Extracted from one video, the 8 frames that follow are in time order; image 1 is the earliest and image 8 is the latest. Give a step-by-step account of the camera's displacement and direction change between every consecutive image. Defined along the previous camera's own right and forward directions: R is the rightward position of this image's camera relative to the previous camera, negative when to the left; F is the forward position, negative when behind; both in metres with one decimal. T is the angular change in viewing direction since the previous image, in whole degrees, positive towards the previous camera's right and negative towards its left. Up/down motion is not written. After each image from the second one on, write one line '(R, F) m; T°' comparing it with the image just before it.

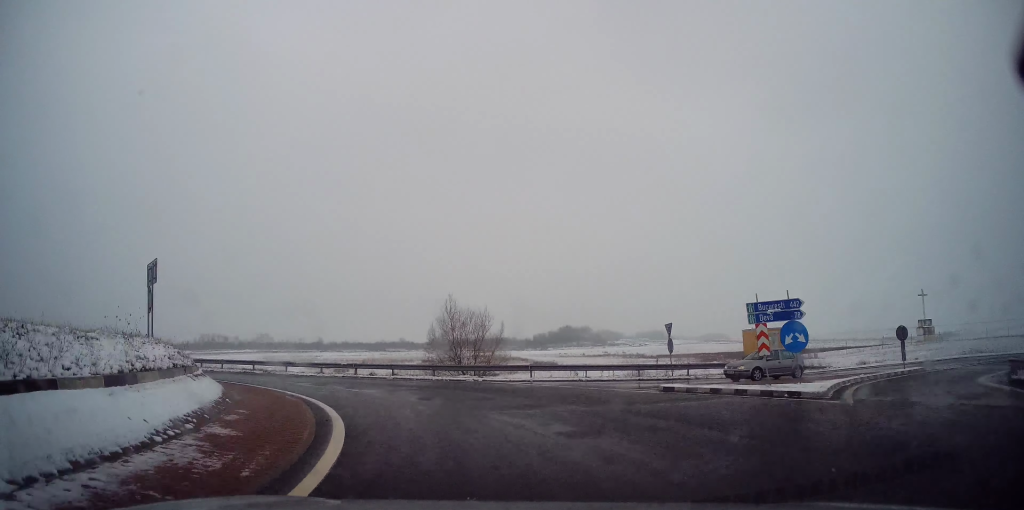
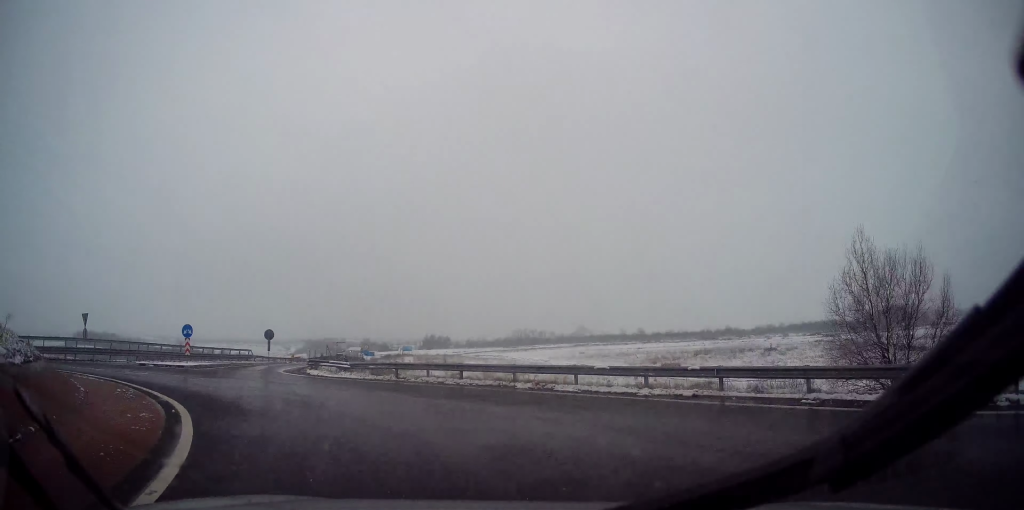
(-4.2, +16.6) m; -32°
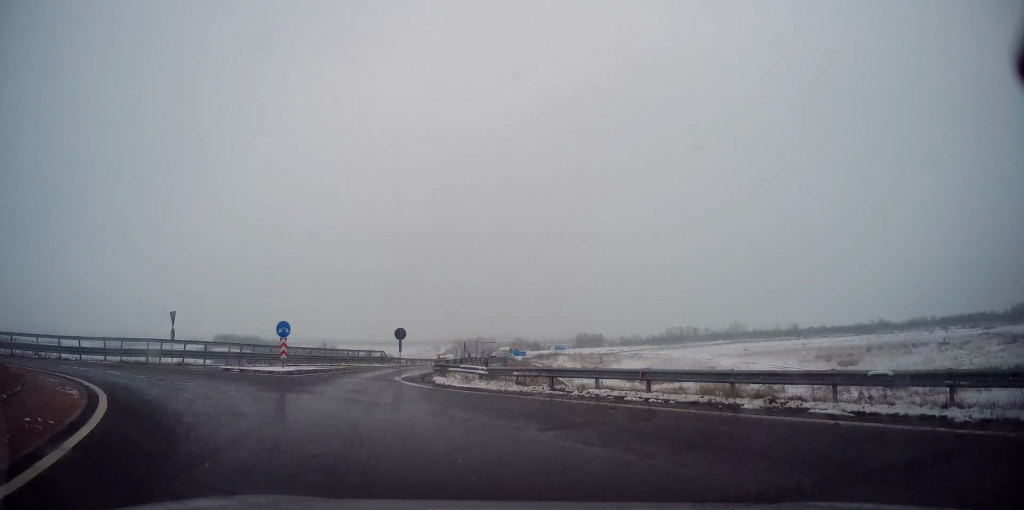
(-0.6, +7.1) m; -13°
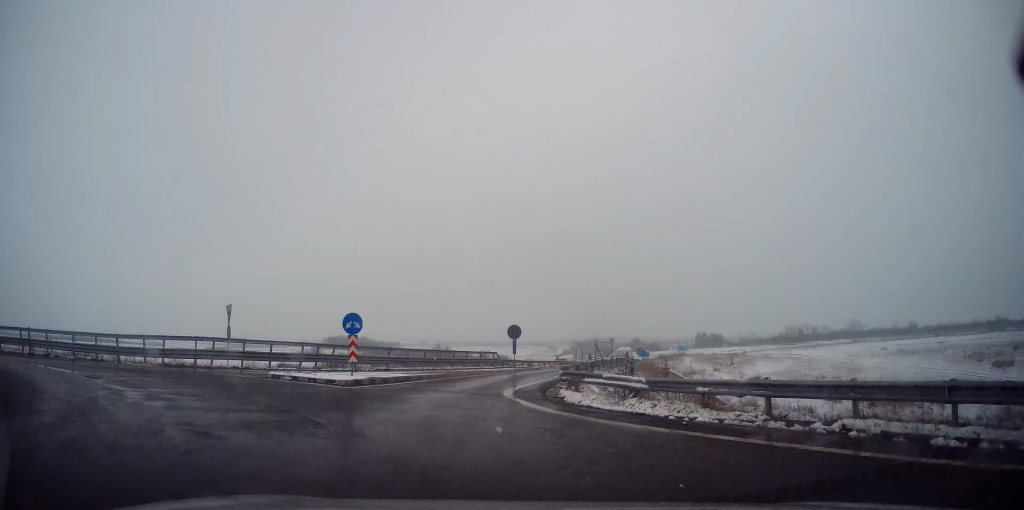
(-1.0, +7.5) m; -8°
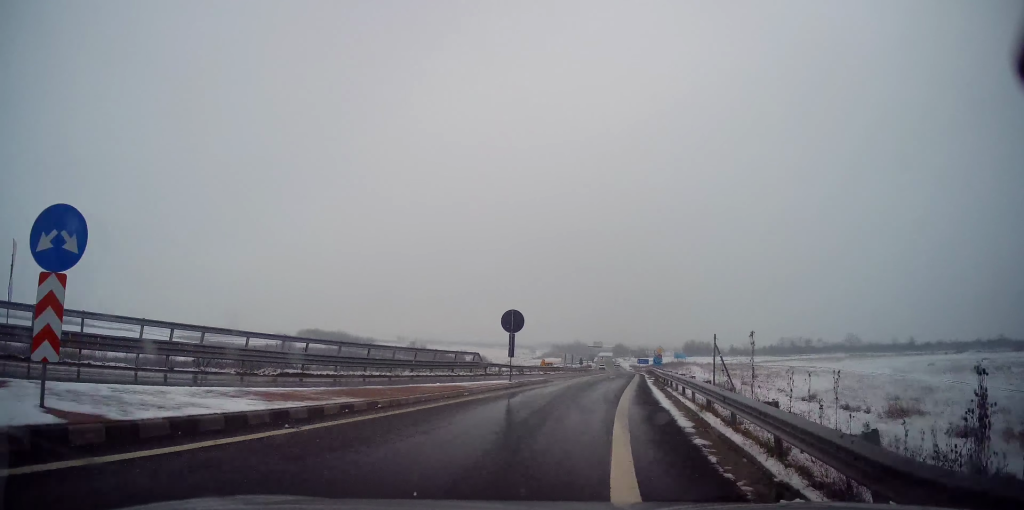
(-1.2, +14.7) m; 0°
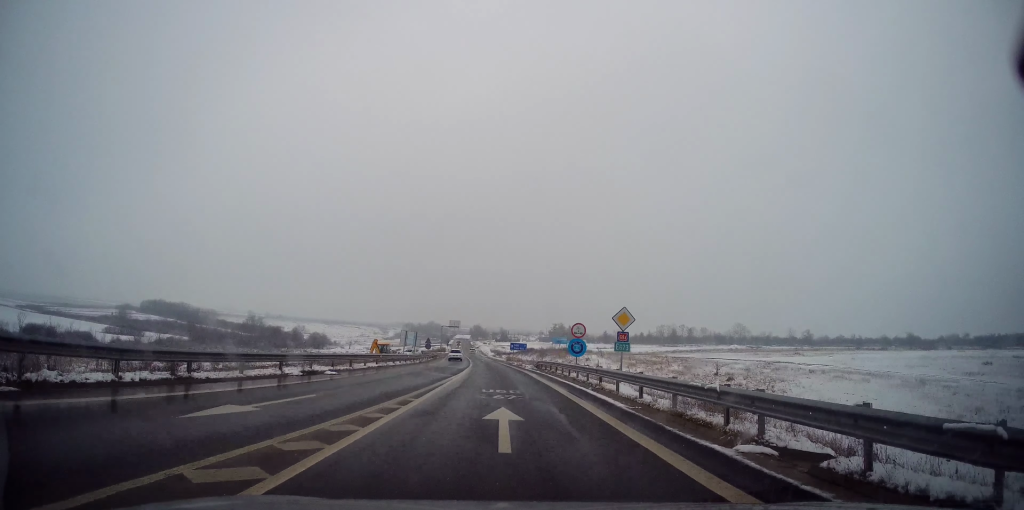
(+5.2, +32.1) m; +12°
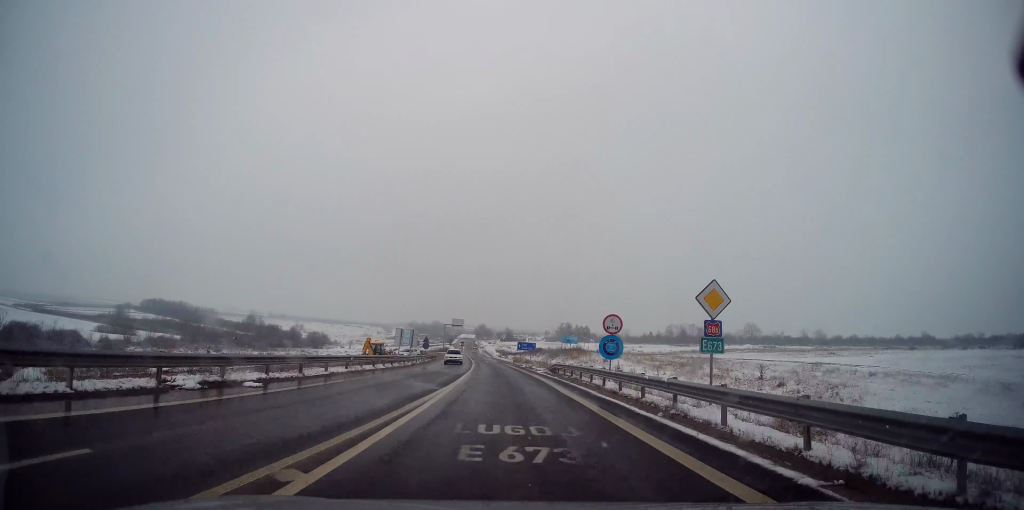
(-0.2, +7.3) m; 0°
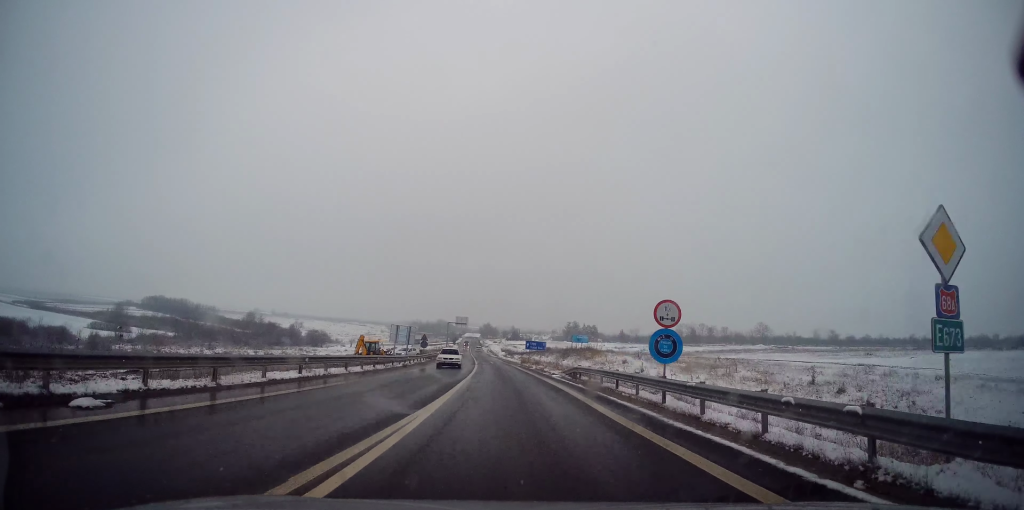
(0.0, +6.4) m; 0°
